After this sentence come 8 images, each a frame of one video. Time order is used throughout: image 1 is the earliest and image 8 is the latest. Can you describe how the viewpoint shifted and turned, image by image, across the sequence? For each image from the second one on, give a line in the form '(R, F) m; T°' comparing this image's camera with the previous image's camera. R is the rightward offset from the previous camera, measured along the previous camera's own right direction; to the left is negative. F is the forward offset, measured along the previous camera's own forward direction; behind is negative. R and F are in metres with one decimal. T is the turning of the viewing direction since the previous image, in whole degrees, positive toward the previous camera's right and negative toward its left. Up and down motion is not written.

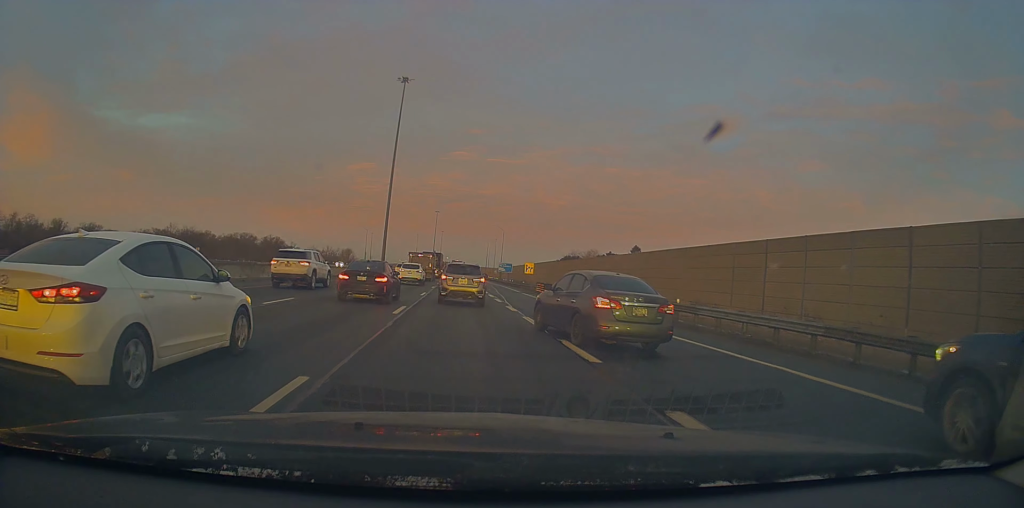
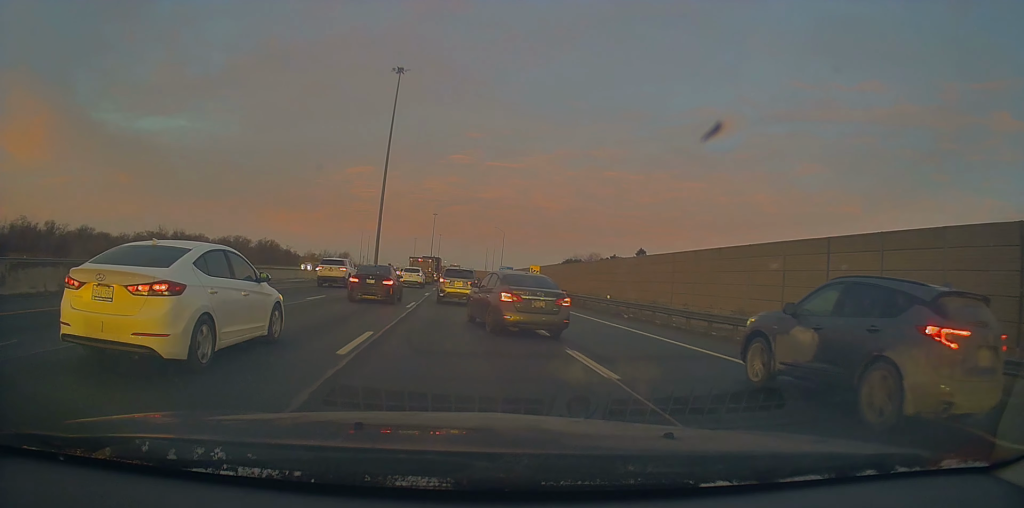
(+0.2, +6.6) m; +6°
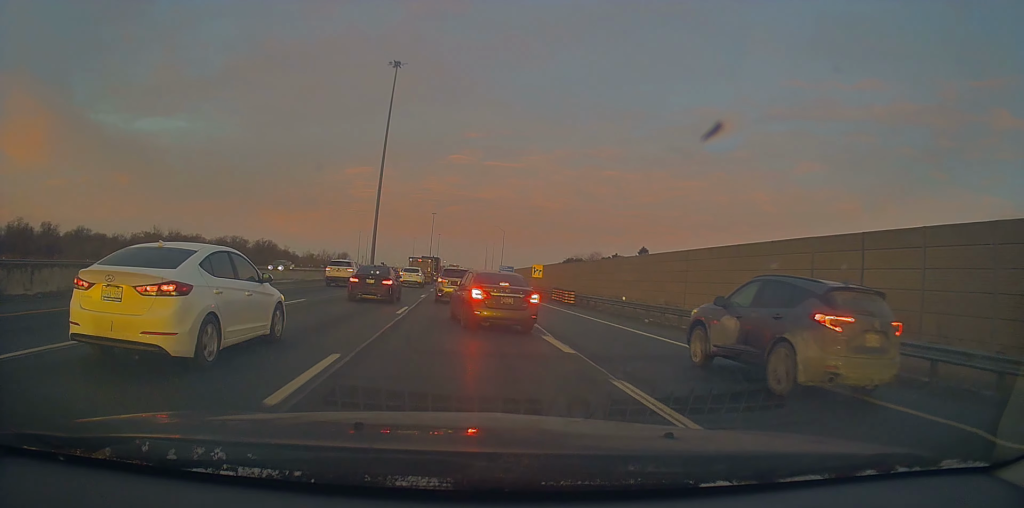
(0.0, +2.7) m; +3°
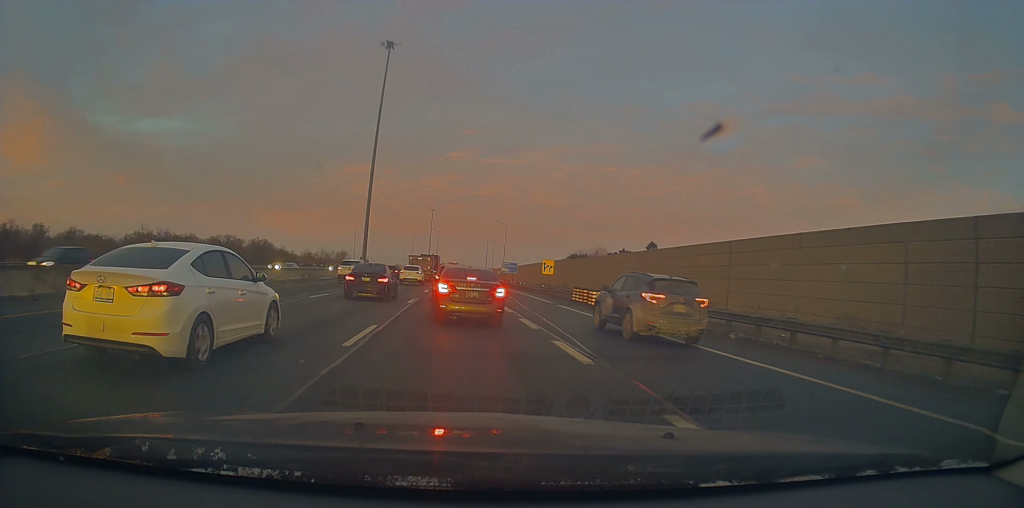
(+0.1, +7.2) m; -5°
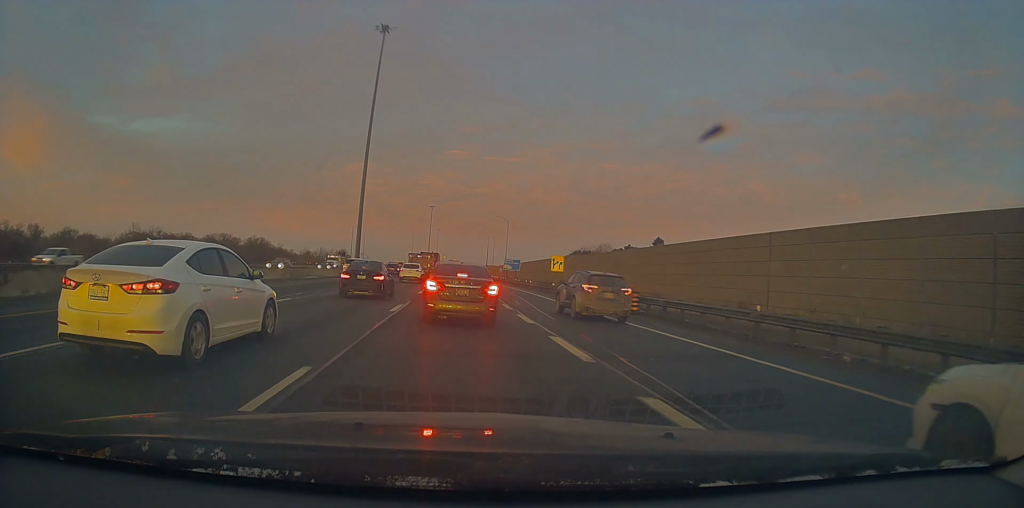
(-0.6, +5.4) m; -3°
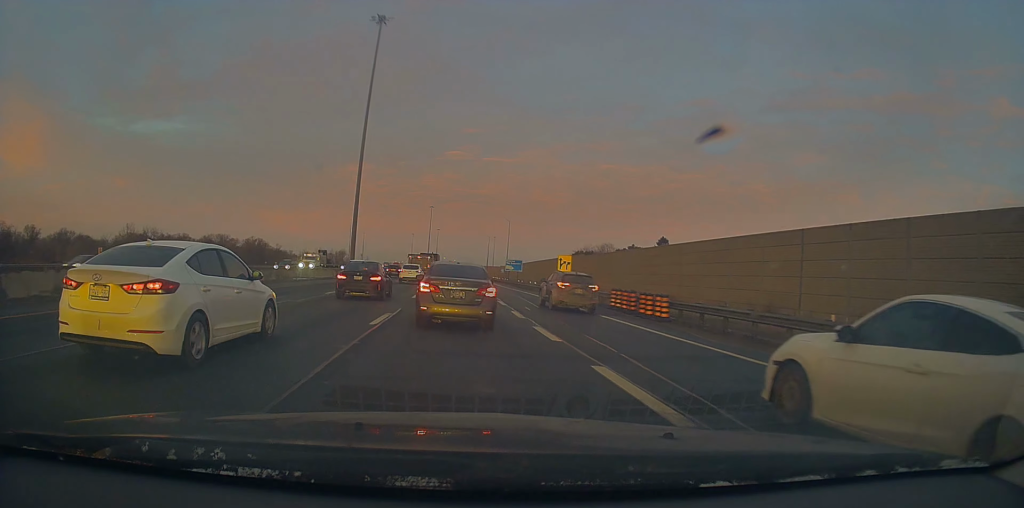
(+0.3, +3.7) m; 0°
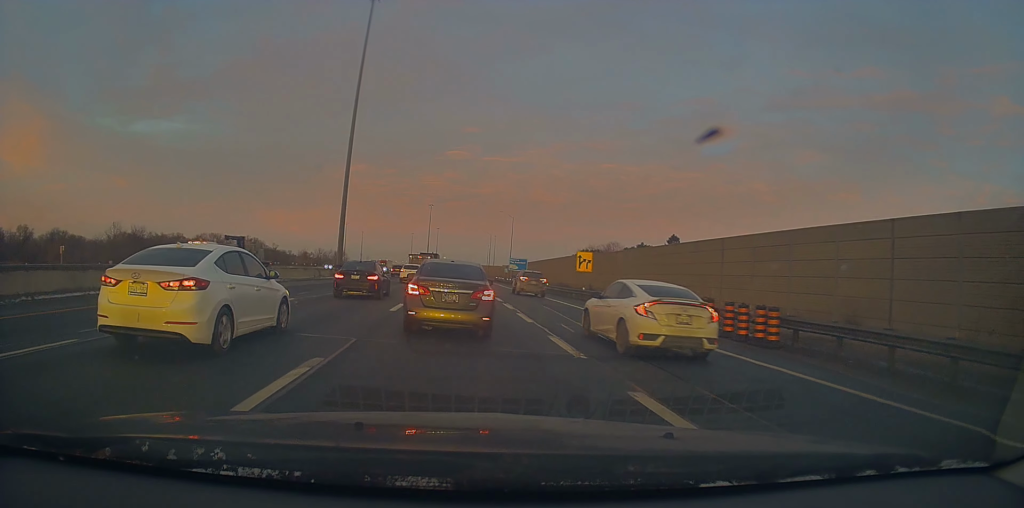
(-0.1, +8.7) m; +3°
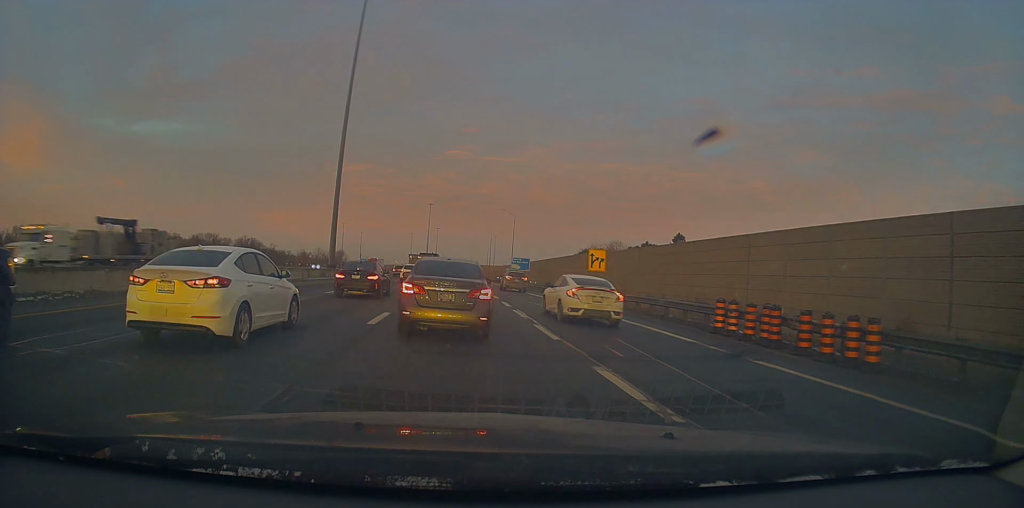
(+0.2, +4.4) m; +3°
